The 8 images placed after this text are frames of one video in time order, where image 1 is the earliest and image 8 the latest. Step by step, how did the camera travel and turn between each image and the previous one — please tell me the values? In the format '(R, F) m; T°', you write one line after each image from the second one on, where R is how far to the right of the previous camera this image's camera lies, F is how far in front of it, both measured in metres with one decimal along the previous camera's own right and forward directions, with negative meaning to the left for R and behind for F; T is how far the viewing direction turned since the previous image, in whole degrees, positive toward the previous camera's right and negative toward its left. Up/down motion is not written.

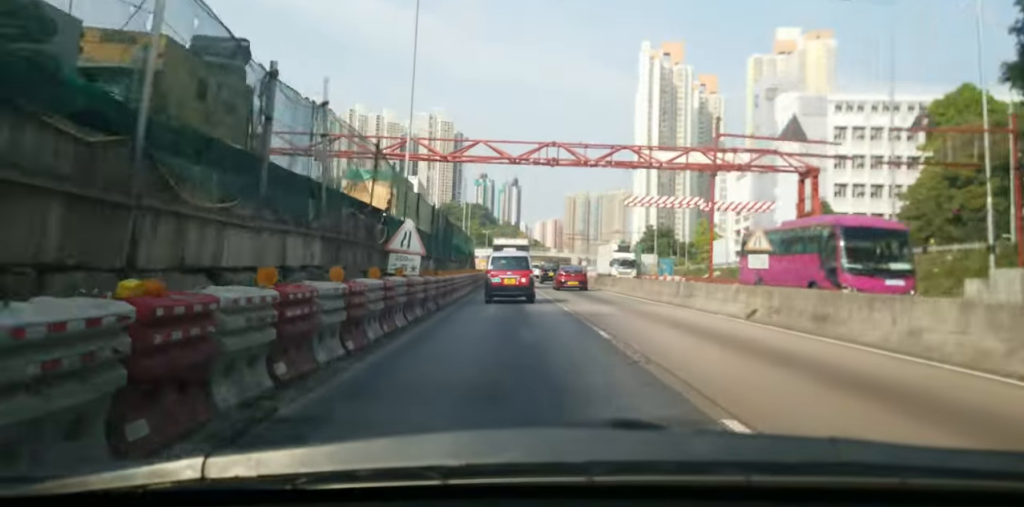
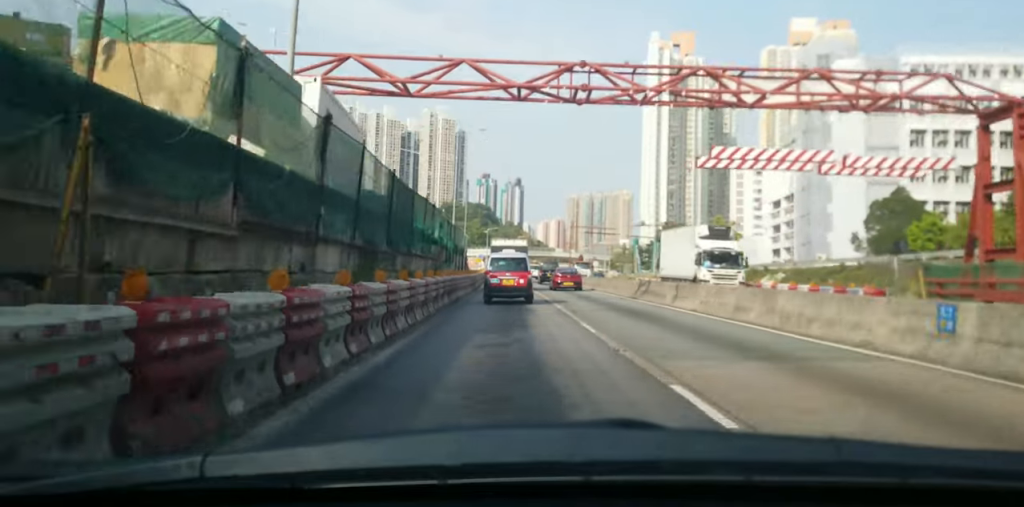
(-0.6, +16.6) m; -1°
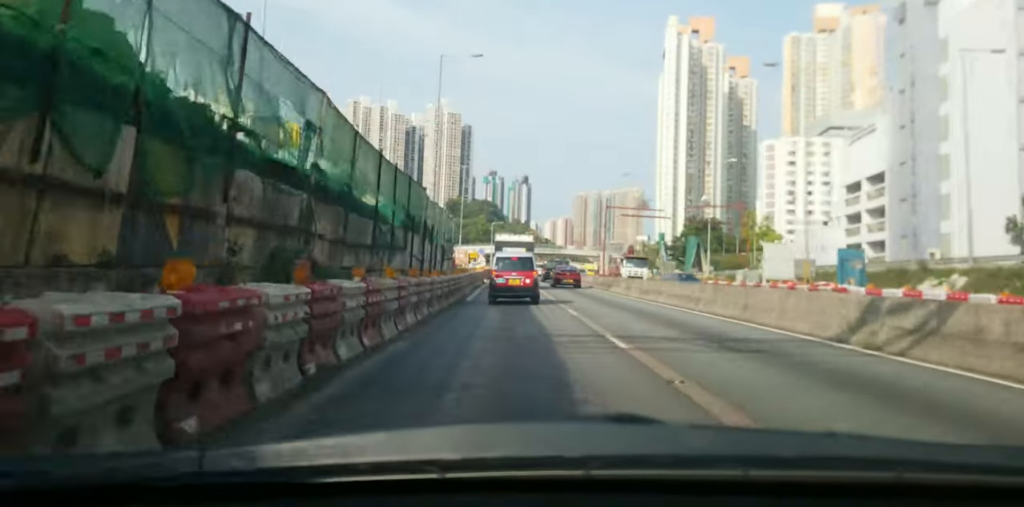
(+0.2, +21.4) m; -1°
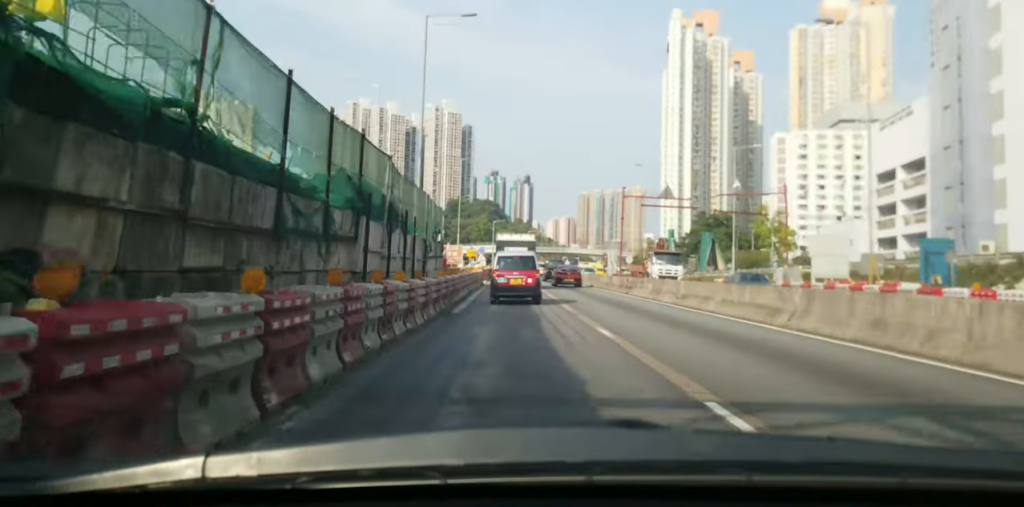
(-0.1, +6.9) m; -1°
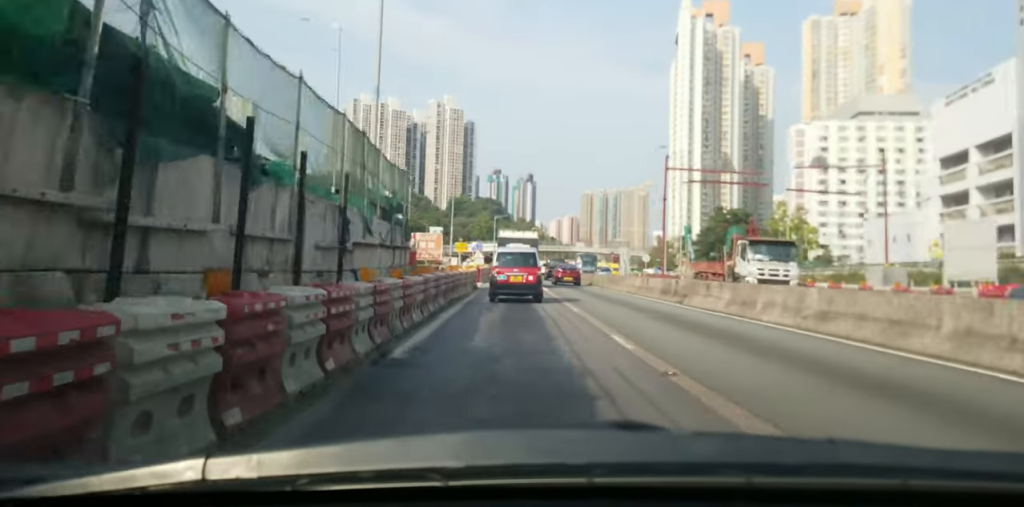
(0.0, +11.2) m; -1°
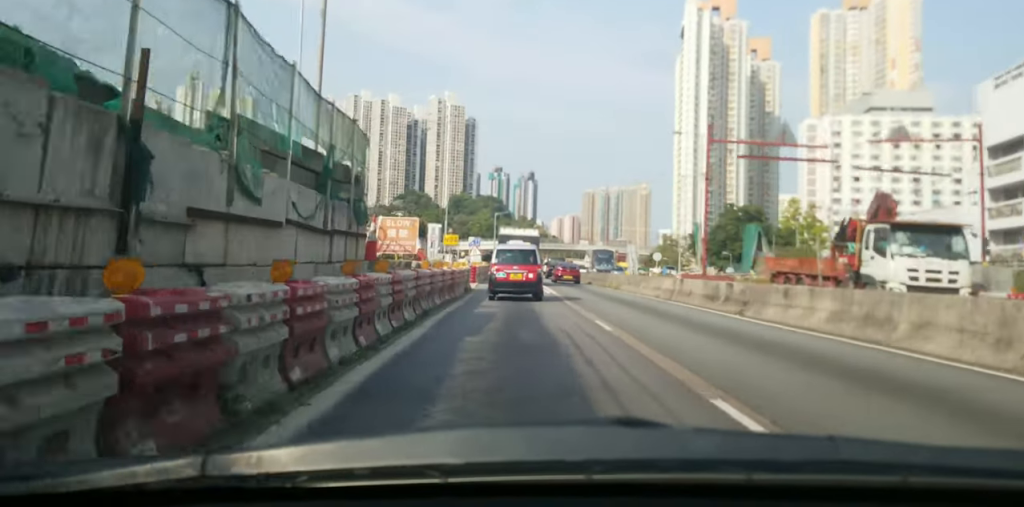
(+0.1, +6.8) m; -1°
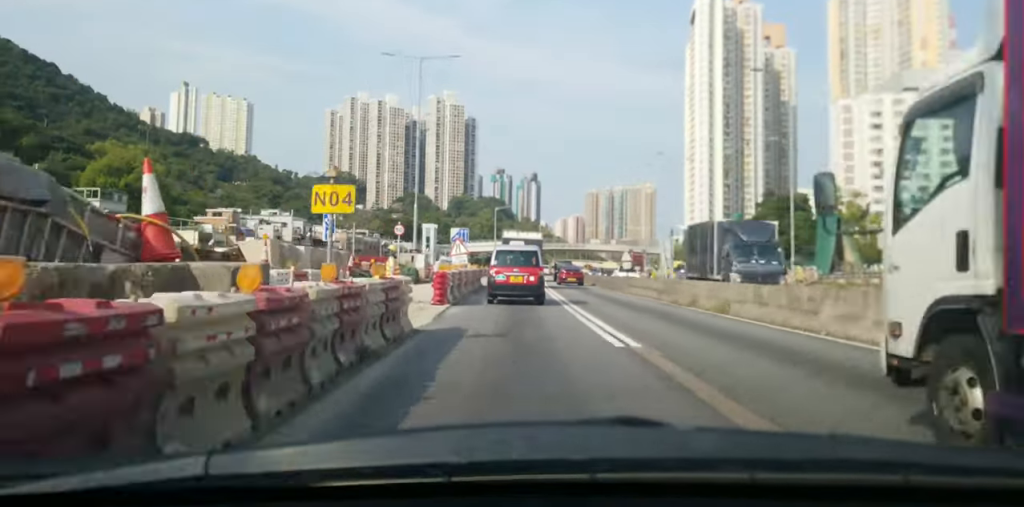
(-0.1, +19.9) m; +1°
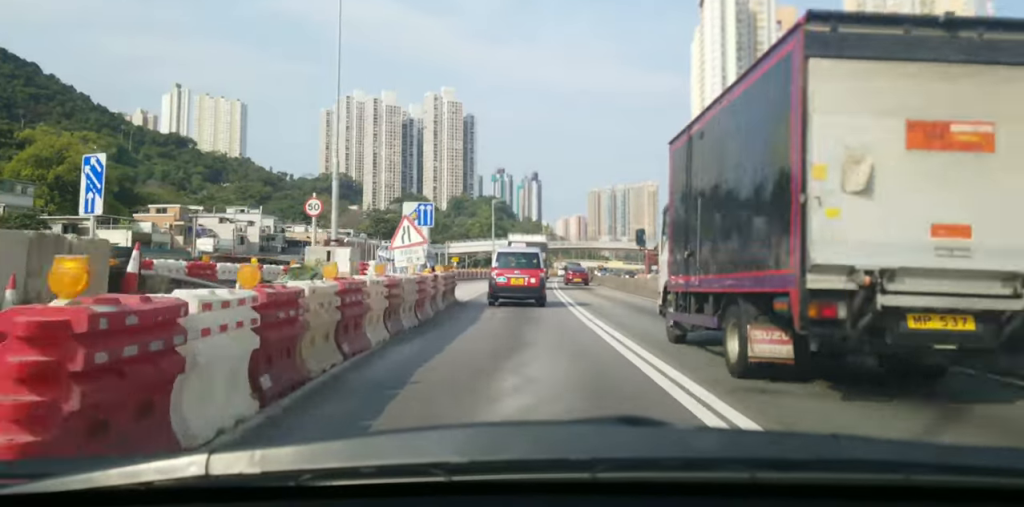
(+0.2, +18.1) m; 0°
